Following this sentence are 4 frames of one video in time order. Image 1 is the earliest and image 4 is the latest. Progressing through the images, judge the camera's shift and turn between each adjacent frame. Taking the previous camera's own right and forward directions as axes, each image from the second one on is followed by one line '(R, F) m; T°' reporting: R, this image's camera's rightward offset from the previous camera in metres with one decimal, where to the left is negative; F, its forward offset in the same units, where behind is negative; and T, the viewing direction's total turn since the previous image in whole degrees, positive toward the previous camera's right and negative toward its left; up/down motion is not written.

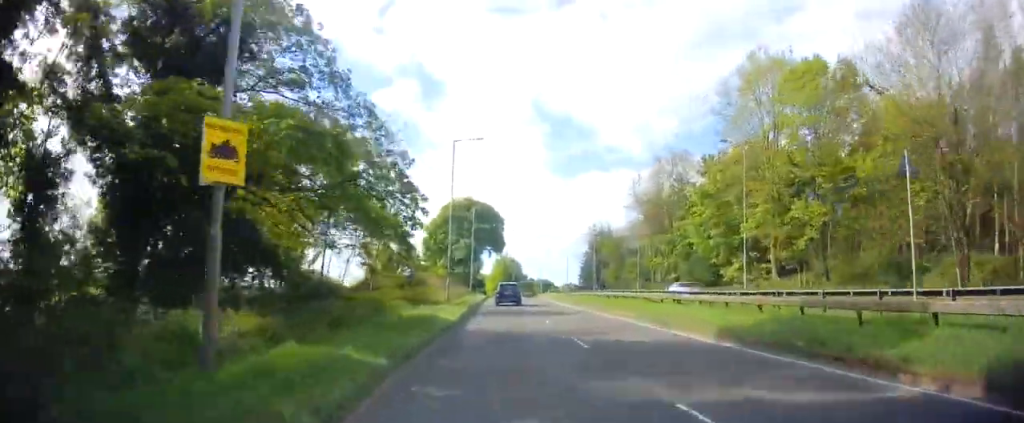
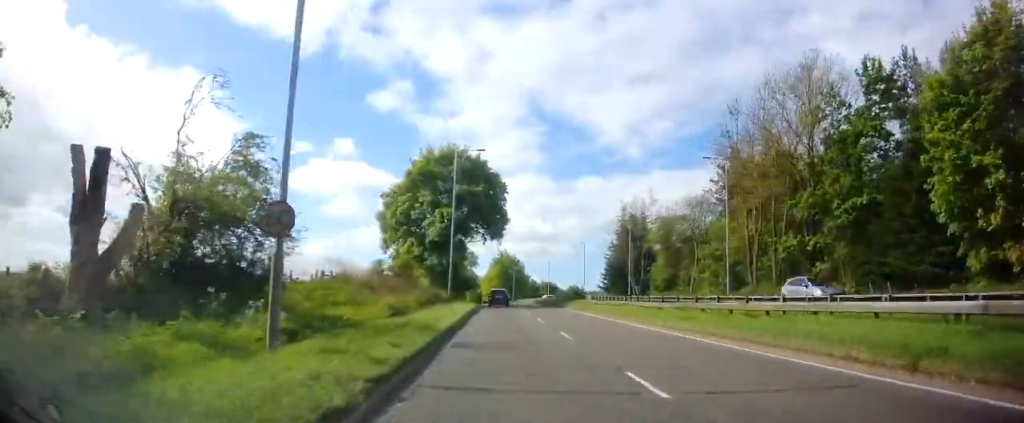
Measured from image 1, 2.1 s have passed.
(+0.1, +31.6) m; 0°
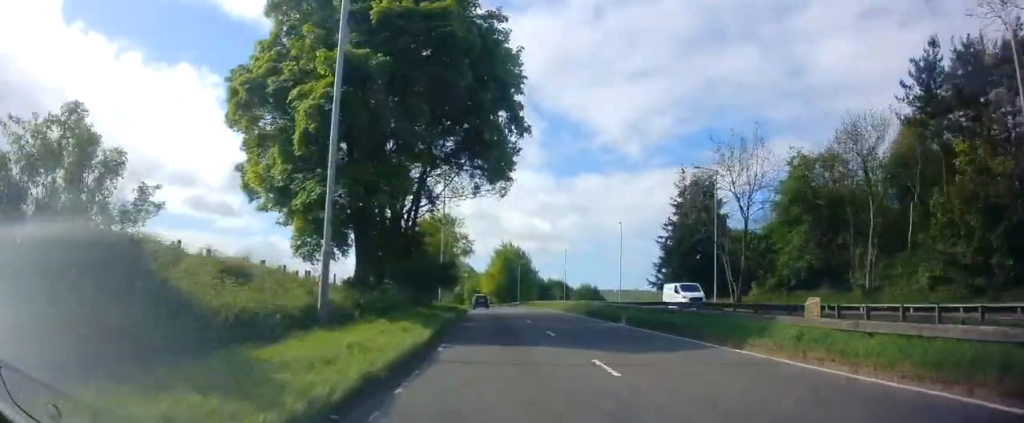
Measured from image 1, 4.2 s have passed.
(0.0, +32.5) m; 0°
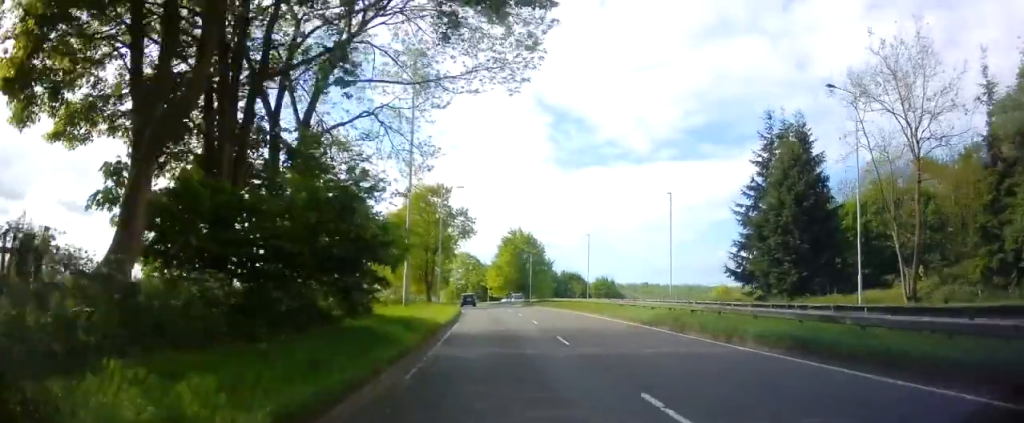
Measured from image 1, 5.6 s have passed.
(0.0, +20.6) m; 0°
